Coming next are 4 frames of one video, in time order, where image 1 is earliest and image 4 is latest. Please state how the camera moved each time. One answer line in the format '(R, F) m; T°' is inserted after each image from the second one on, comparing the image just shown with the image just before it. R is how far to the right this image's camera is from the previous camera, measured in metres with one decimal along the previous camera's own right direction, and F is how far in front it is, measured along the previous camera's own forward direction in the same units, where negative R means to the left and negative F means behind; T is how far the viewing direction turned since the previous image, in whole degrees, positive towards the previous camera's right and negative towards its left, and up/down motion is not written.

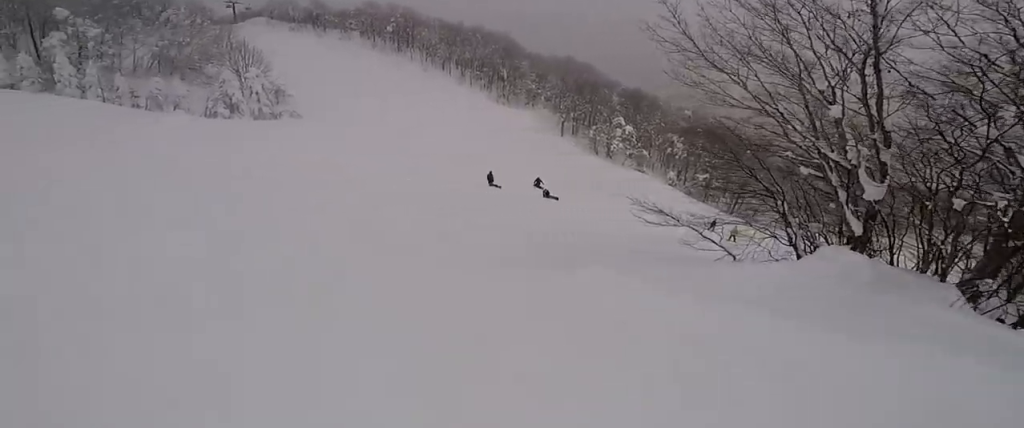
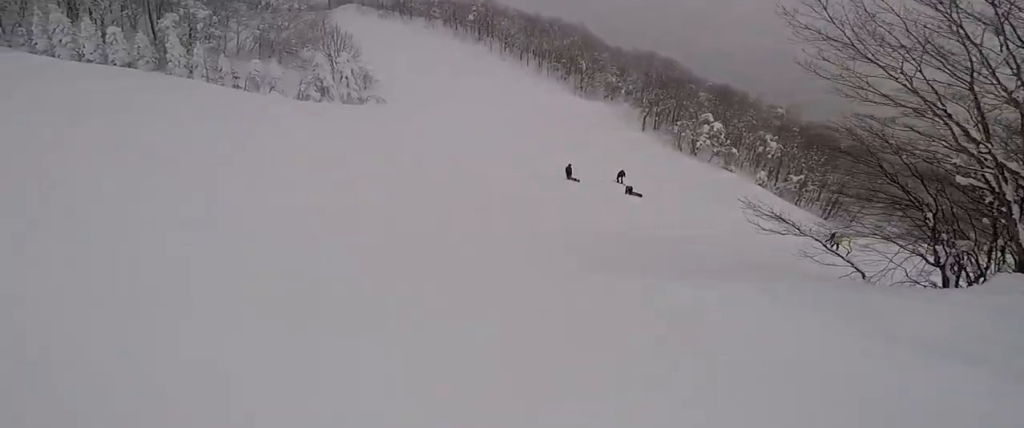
(+0.2, +1.8) m; +2°
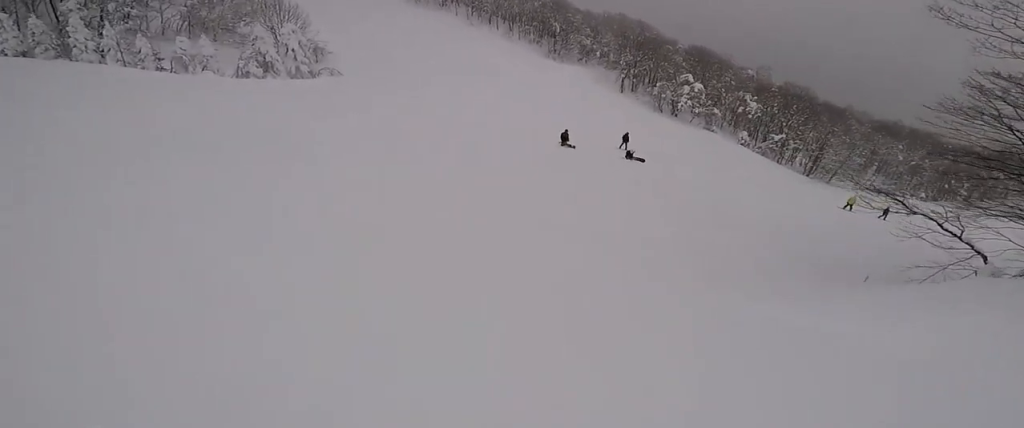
(-0.3, +4.3) m; -5°
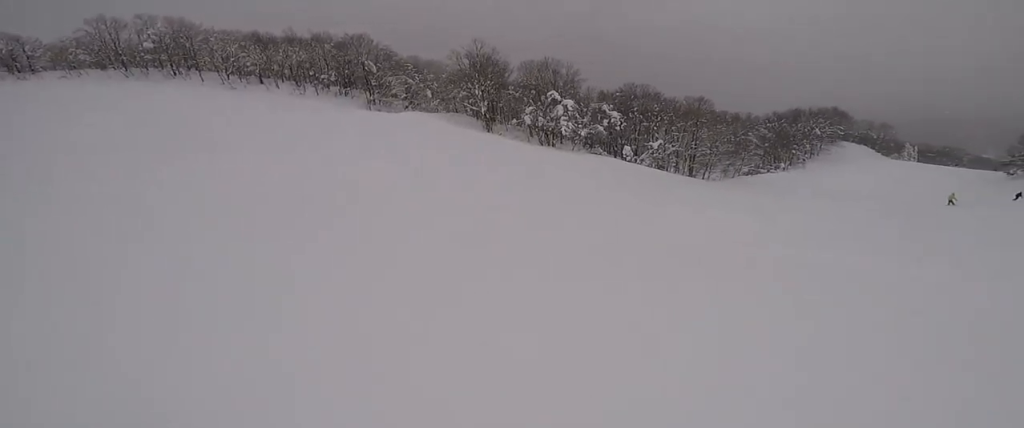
(+6.0, +26.0) m; +33°
